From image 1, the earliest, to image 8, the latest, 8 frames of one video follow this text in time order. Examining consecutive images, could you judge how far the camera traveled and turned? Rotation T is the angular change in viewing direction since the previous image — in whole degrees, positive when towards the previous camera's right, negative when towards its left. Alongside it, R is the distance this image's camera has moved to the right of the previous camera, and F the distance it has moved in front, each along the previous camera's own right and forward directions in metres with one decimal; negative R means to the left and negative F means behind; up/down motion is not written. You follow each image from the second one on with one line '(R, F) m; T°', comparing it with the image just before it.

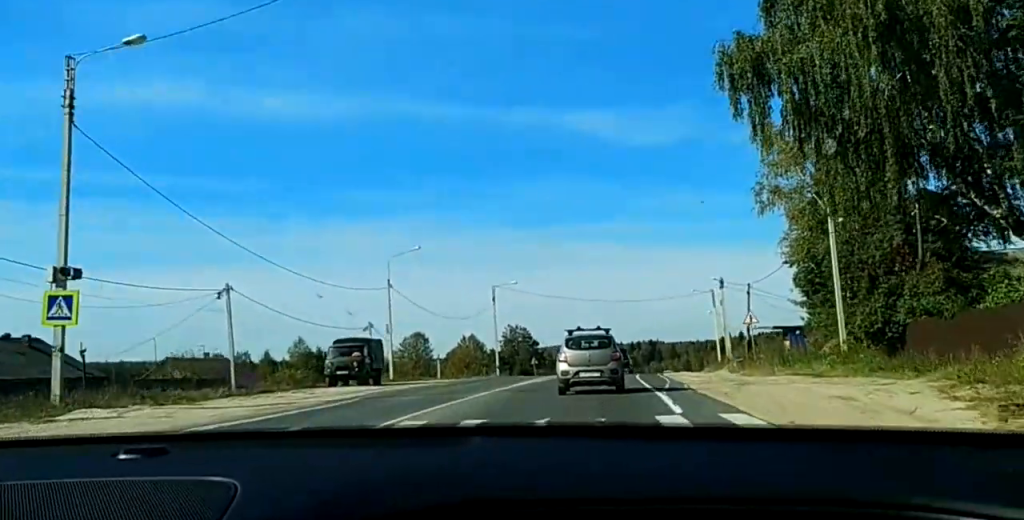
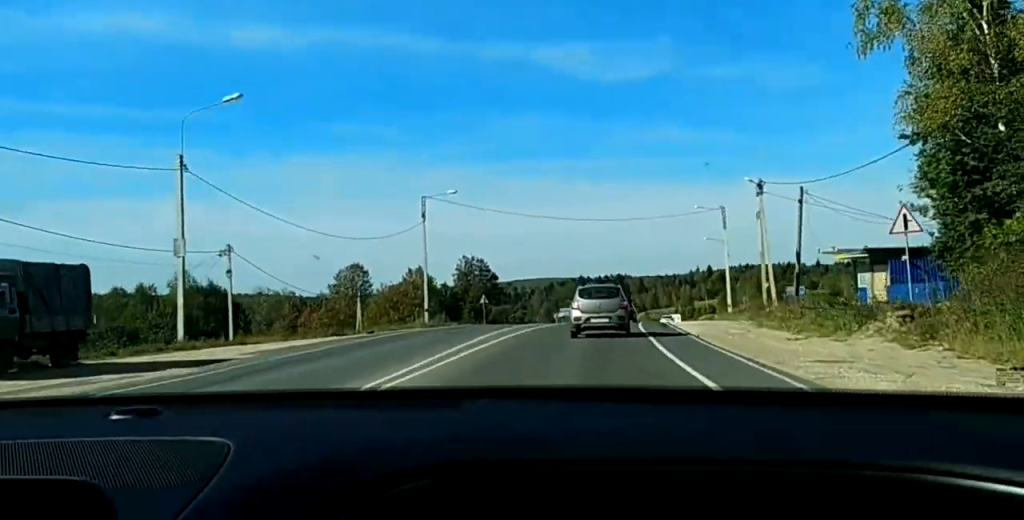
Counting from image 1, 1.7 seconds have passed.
(+0.1, +27.4) m; +3°
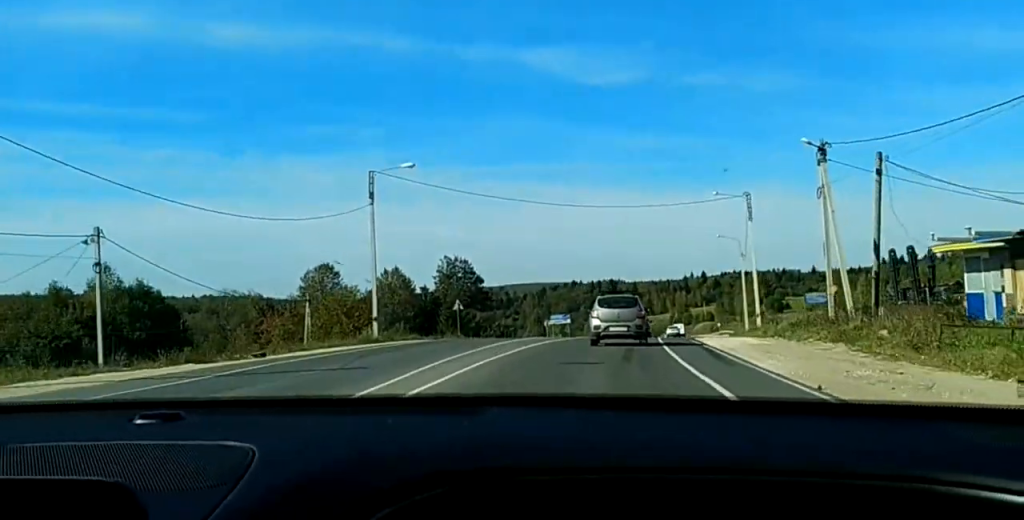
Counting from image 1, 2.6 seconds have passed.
(+0.6, +14.2) m; +2°
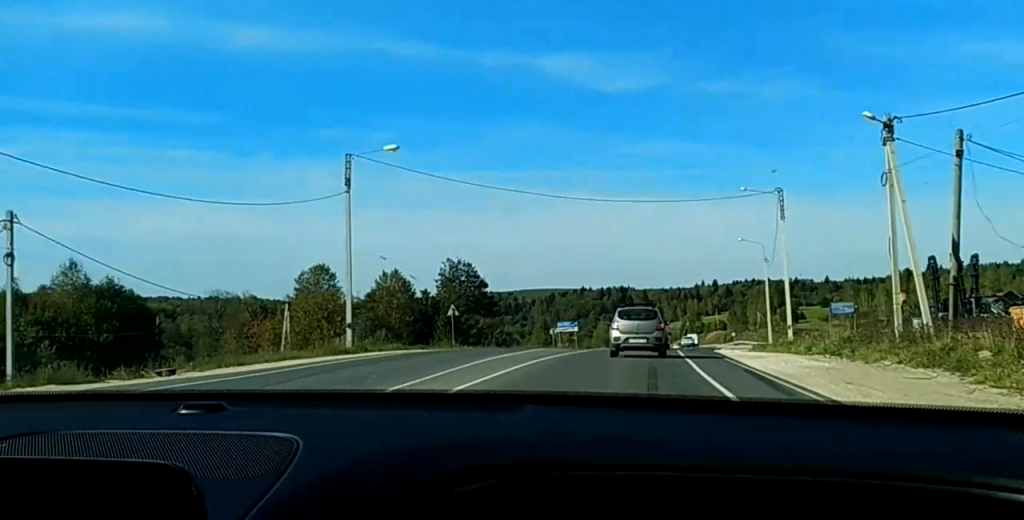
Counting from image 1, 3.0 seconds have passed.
(0.0, +7.0) m; 0°
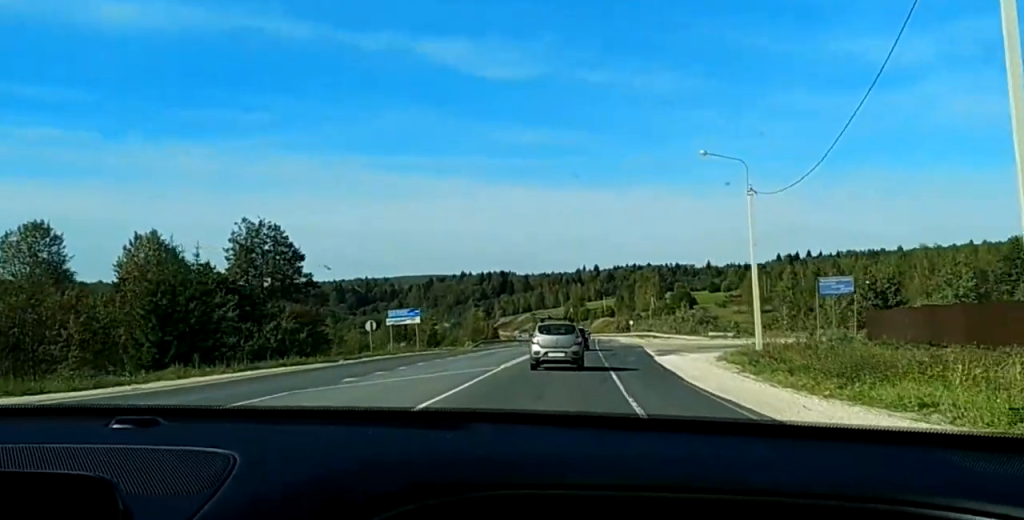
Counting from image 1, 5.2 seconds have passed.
(0.0, +41.0) m; +2°
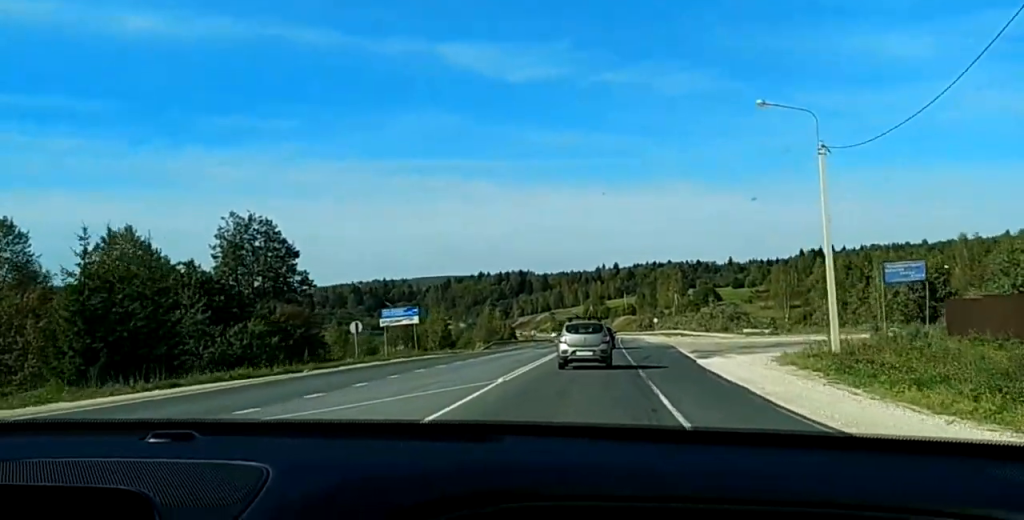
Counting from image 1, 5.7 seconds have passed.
(+0.2, +9.2) m; +1°
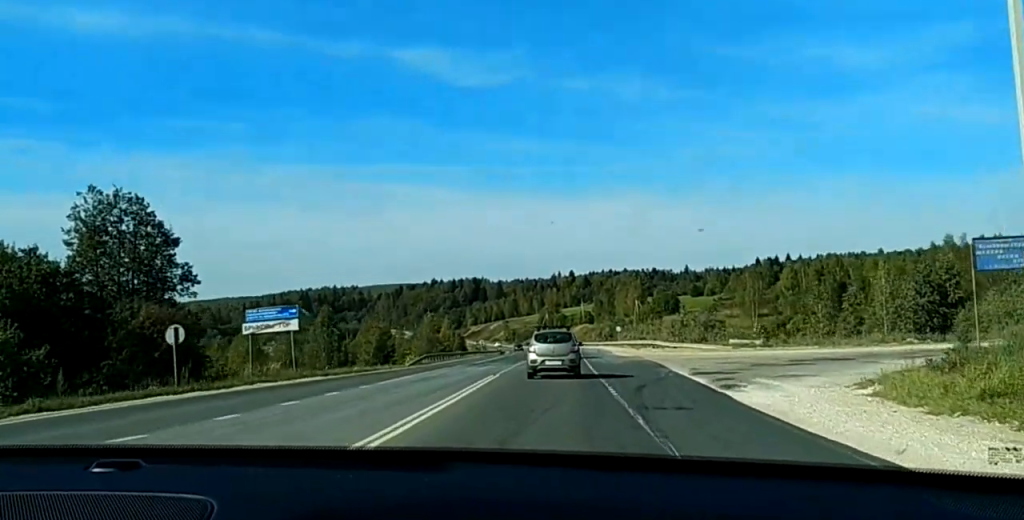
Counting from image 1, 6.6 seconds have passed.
(+0.4, +18.8) m; +1°
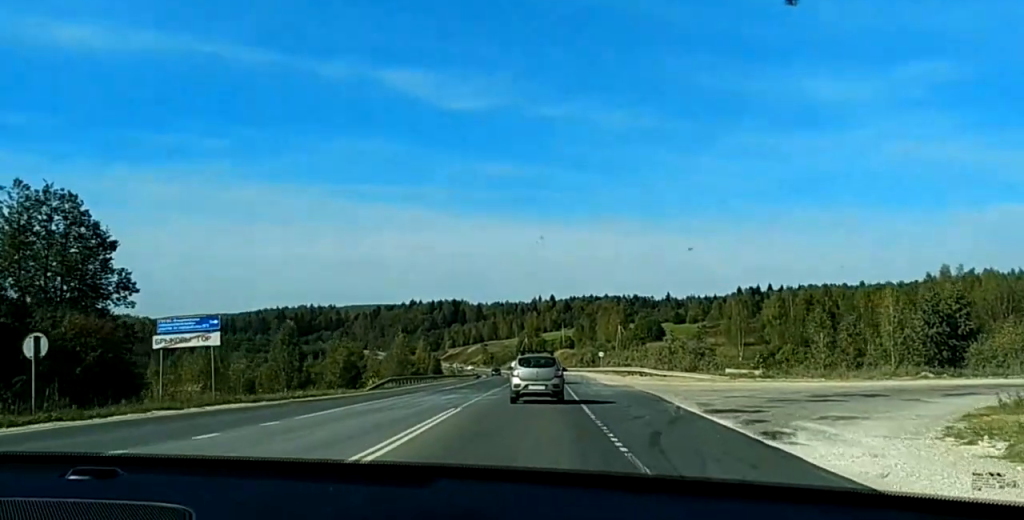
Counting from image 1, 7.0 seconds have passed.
(-0.3, +8.0) m; +1°
